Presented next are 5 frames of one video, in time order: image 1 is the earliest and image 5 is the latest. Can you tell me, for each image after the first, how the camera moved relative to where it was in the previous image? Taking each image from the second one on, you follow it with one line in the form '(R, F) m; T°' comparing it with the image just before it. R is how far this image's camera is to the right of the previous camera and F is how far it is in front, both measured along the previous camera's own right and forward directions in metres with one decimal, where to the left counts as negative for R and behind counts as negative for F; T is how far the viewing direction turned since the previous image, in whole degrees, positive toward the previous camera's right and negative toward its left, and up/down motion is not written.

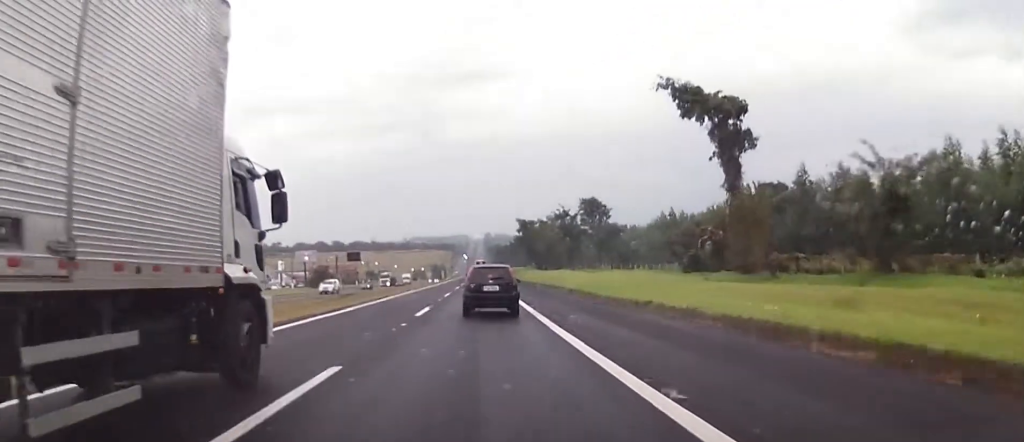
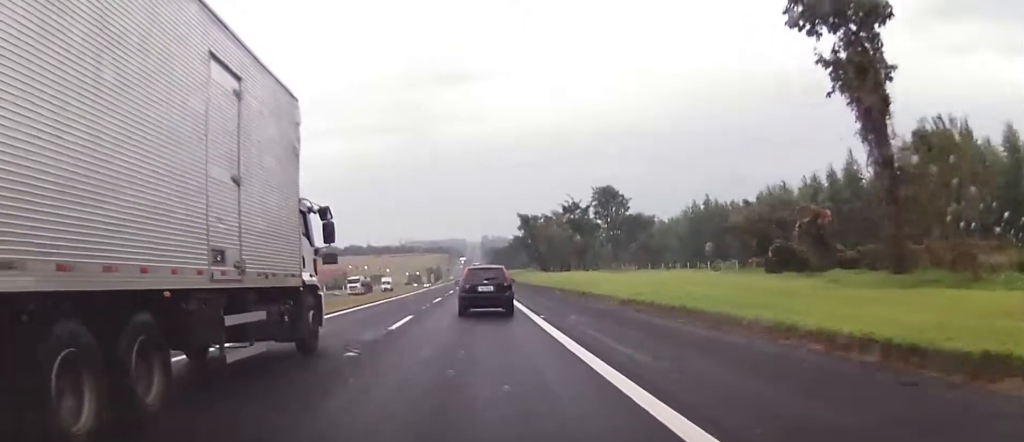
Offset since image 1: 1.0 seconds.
(+0.1, +16.7) m; 0°
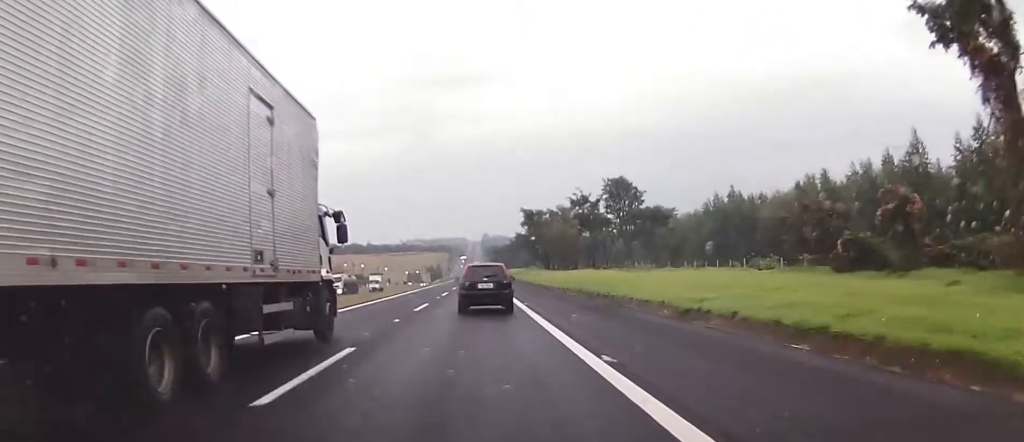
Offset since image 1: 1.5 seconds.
(0.0, +8.2) m; 0°
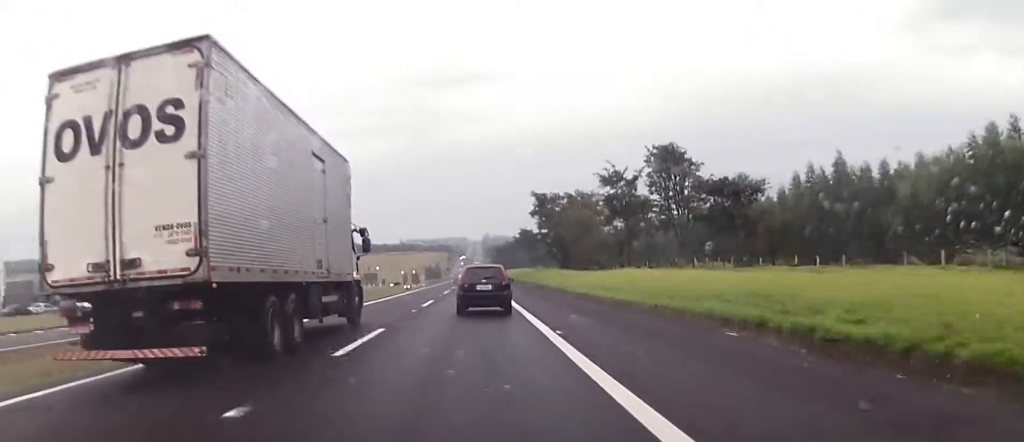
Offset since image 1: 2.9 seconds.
(-0.1, +25.9) m; 0°
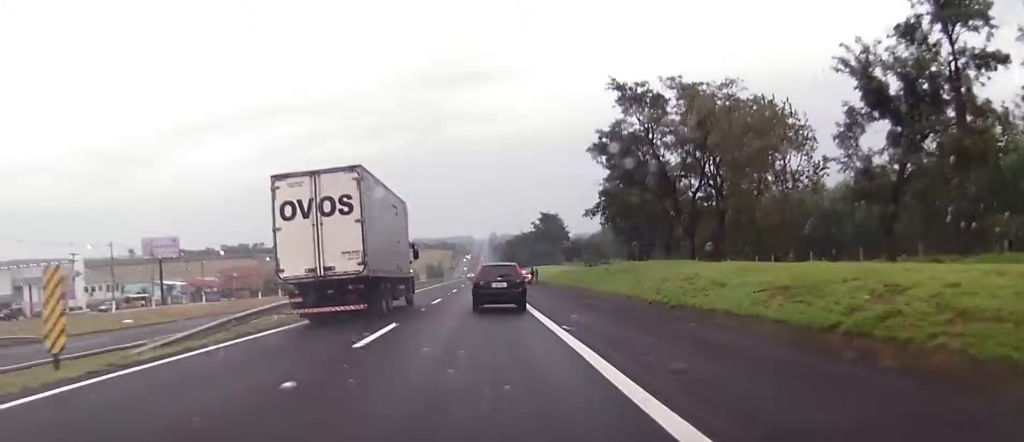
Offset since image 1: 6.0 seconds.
(+0.8, +63.4) m; 0°
